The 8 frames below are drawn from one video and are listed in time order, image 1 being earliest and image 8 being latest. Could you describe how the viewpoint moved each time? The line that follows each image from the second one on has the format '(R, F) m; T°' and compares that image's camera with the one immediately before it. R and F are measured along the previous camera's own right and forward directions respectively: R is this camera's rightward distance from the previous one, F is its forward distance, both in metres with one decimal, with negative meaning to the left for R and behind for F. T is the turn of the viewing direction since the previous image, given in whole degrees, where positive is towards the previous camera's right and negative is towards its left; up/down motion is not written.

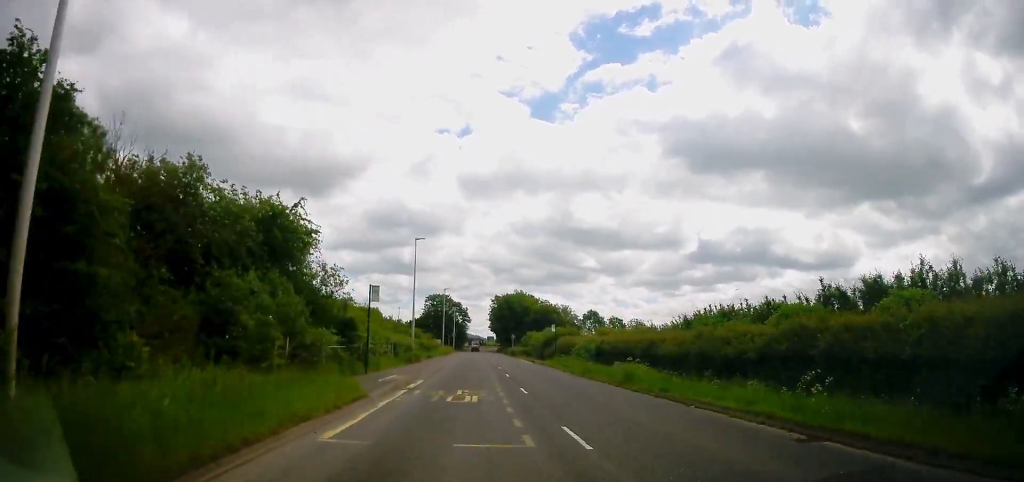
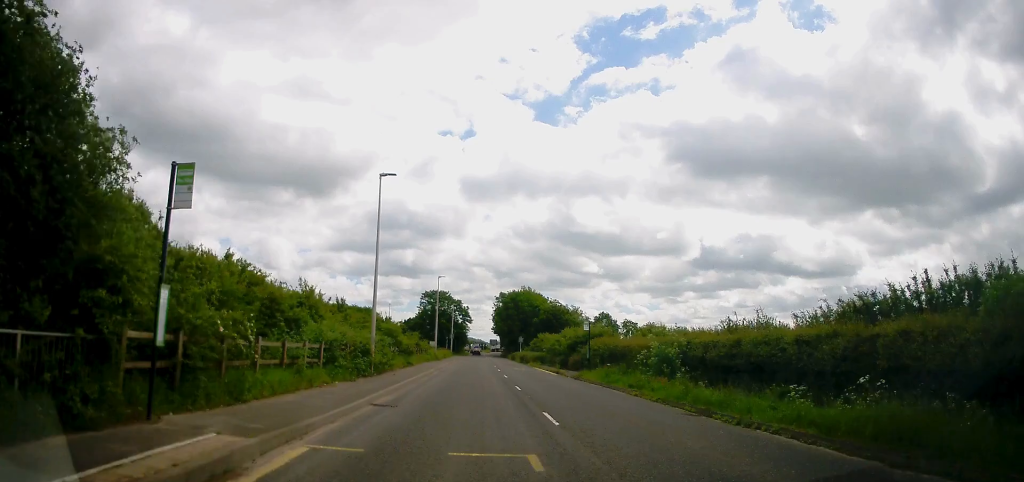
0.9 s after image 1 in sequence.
(0.0, +15.4) m; -1°
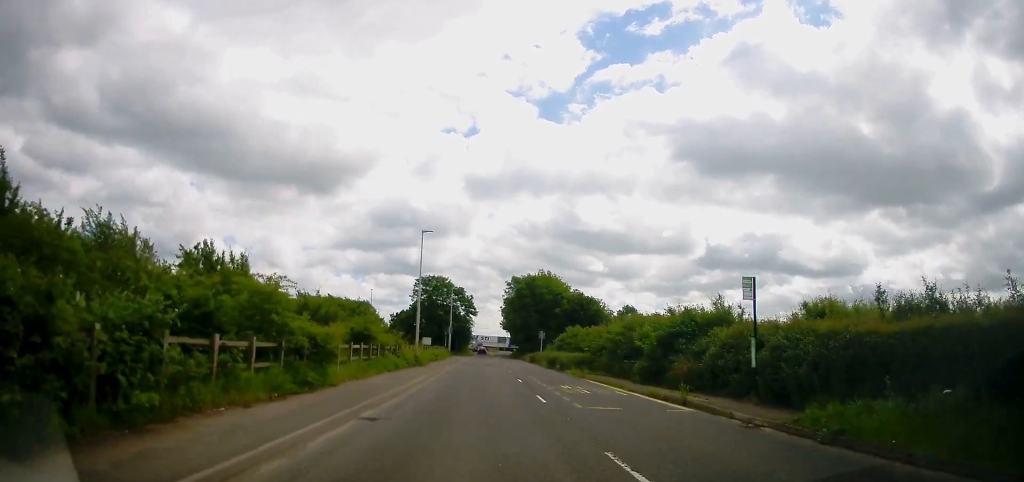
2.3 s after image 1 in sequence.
(-0.3, +22.7) m; 0°
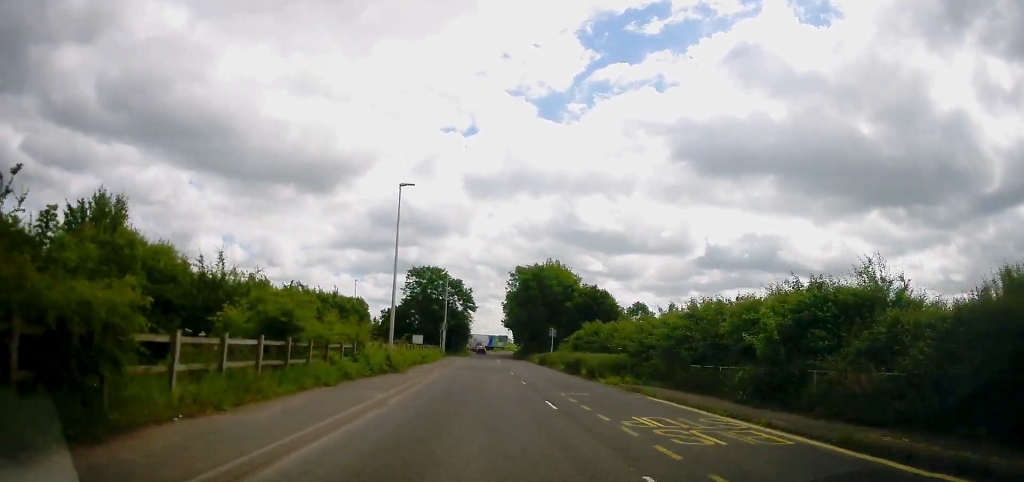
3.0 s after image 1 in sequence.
(+0.2, +10.6) m; 0°
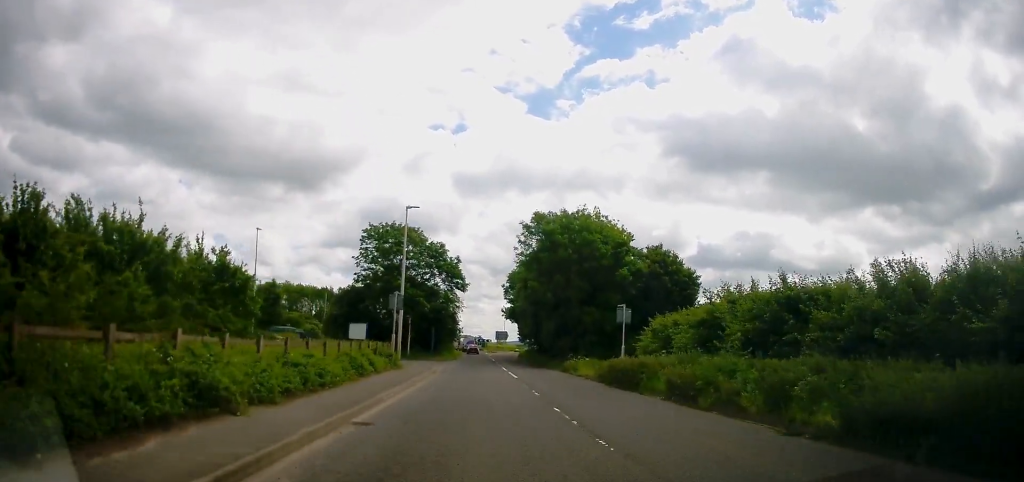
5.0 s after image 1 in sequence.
(0.0, +30.9) m; 0°
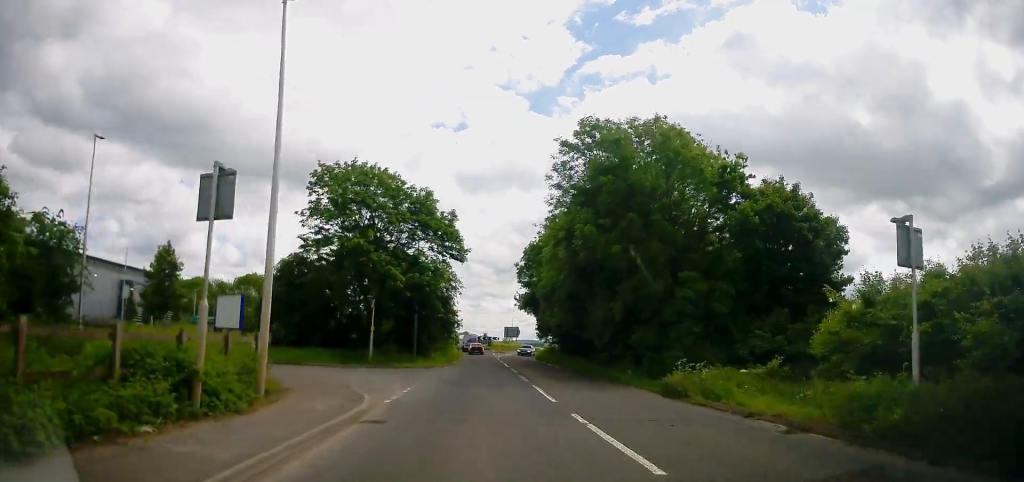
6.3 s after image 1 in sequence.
(-0.2, +20.0) m; 0°
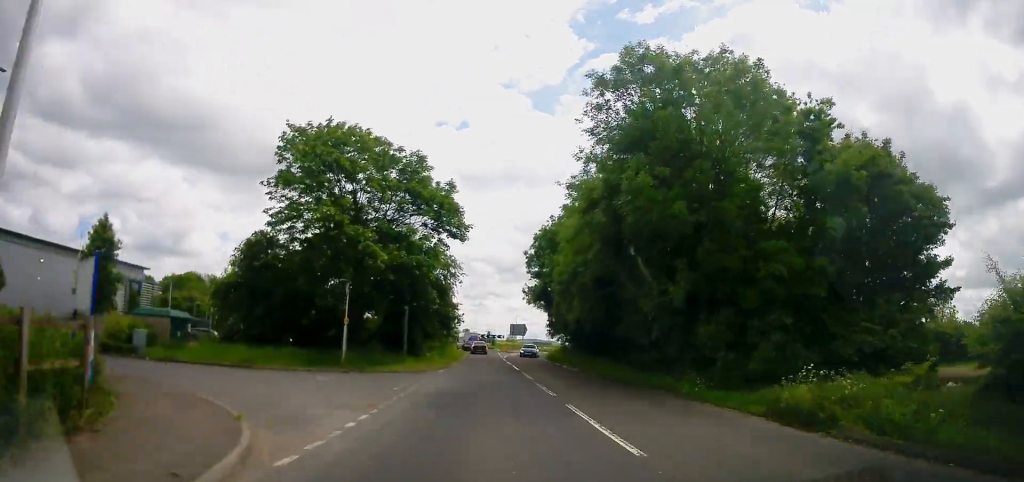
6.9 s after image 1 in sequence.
(+0.1, +7.1) m; 0°
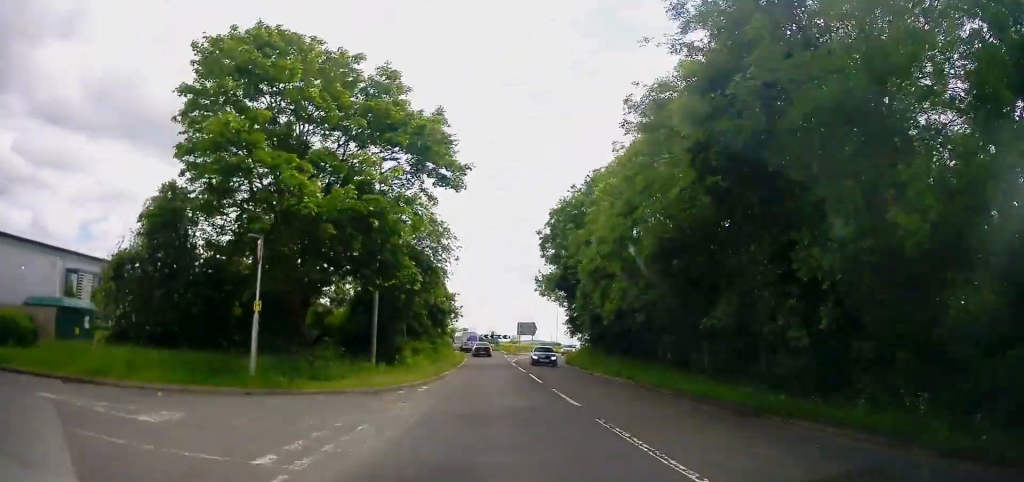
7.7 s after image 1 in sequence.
(+0.1, +10.6) m; 0°
